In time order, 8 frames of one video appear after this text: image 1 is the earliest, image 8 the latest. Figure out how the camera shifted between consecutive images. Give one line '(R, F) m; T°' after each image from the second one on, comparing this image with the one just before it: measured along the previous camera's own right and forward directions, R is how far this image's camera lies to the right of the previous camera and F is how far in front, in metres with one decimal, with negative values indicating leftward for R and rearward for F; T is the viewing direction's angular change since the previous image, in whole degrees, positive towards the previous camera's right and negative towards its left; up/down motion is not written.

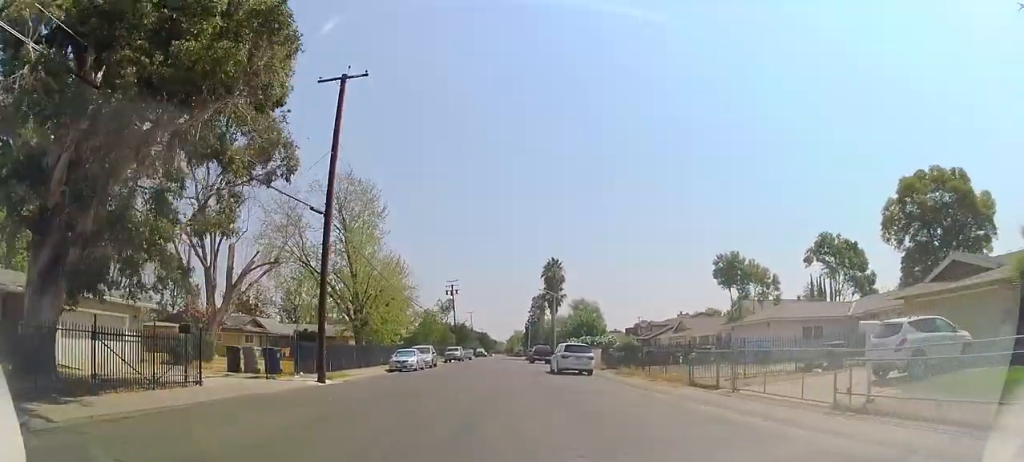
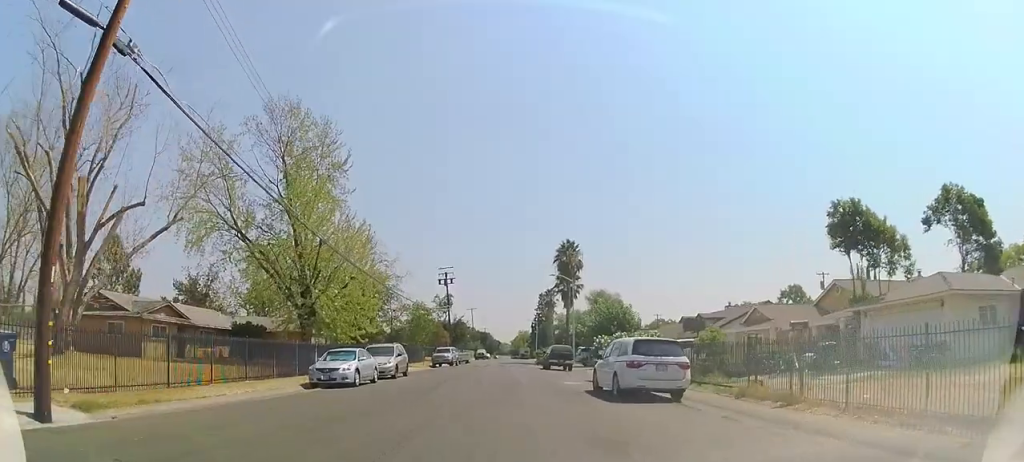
(0.0, +14.6) m; 0°
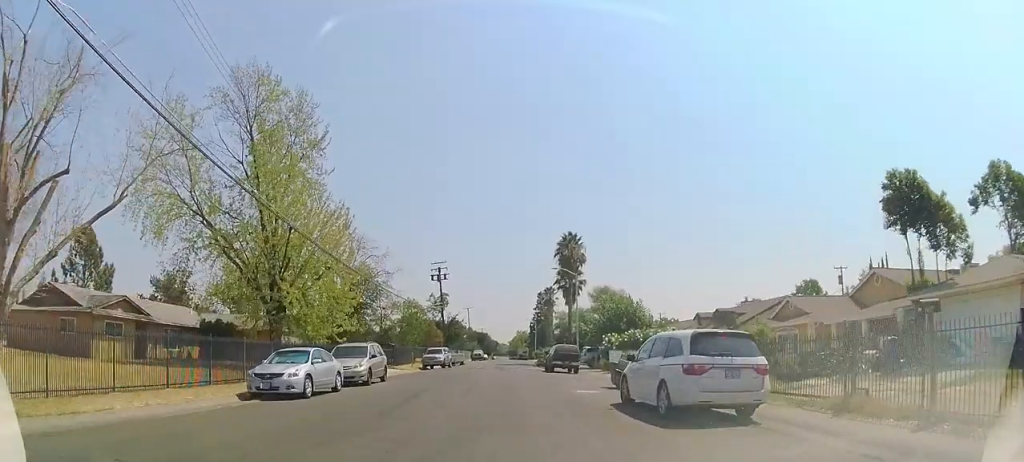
(0.0, +4.7) m; +1°
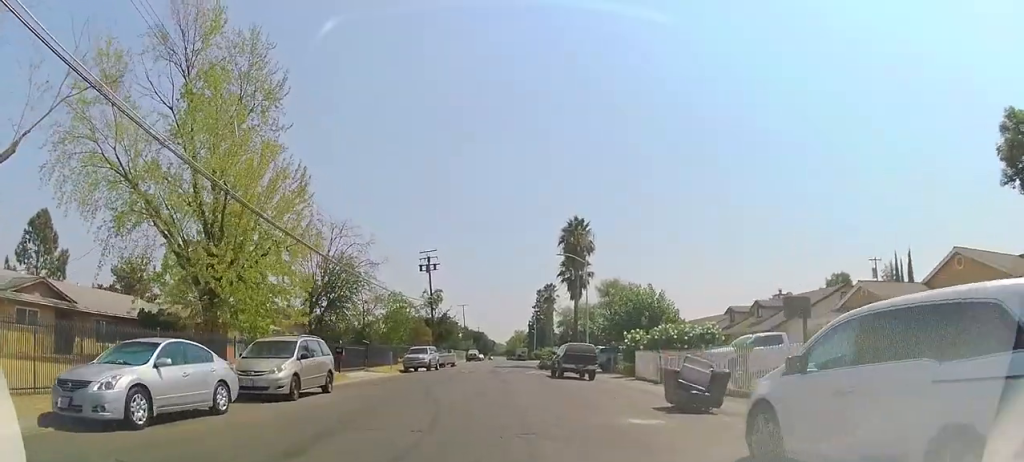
(+0.1, +7.3) m; +2°
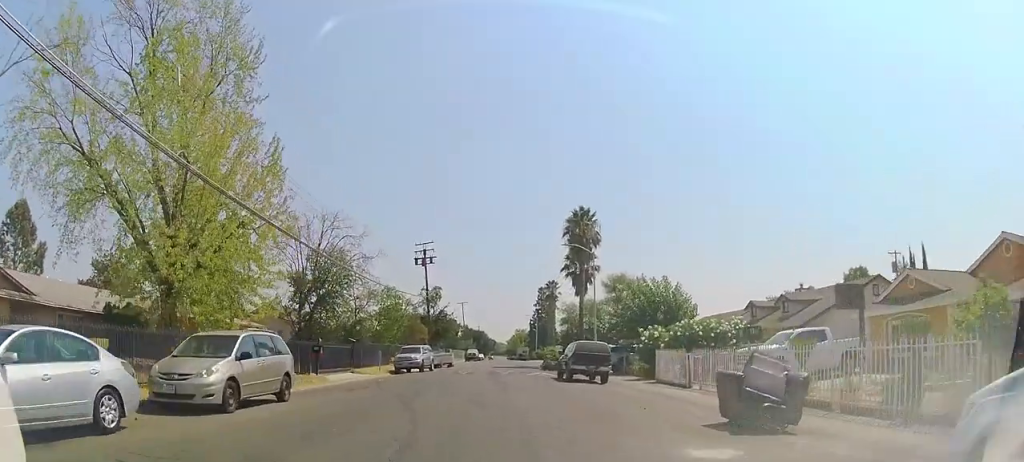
(+0.2, +3.5) m; 0°
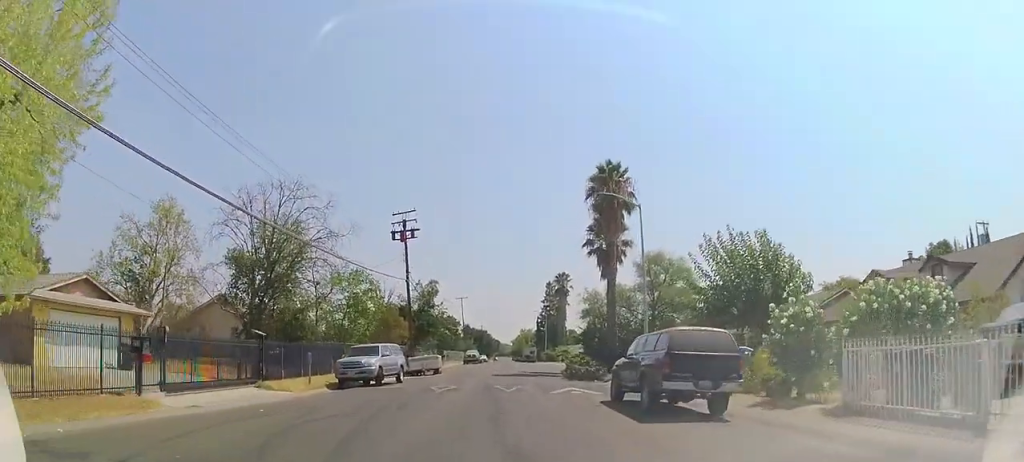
(-0.4, +12.6) m; -4°
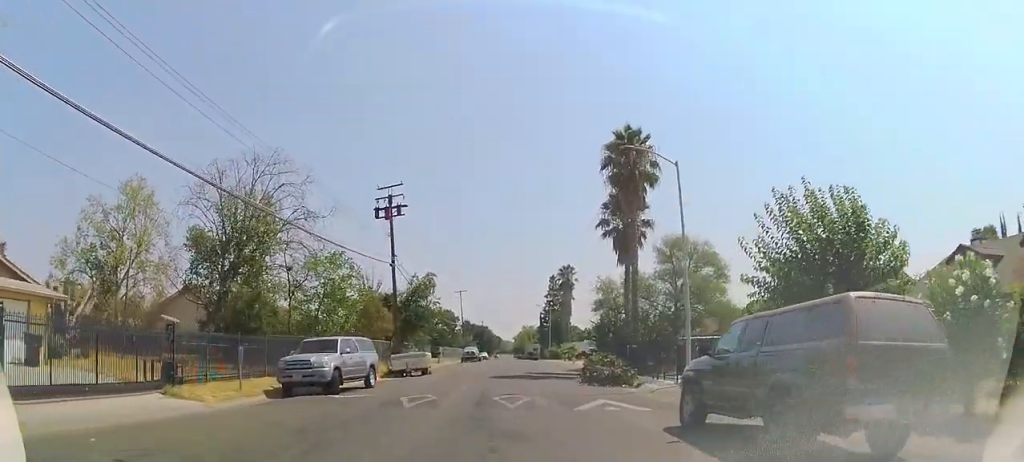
(0.0, +5.7) m; 0°
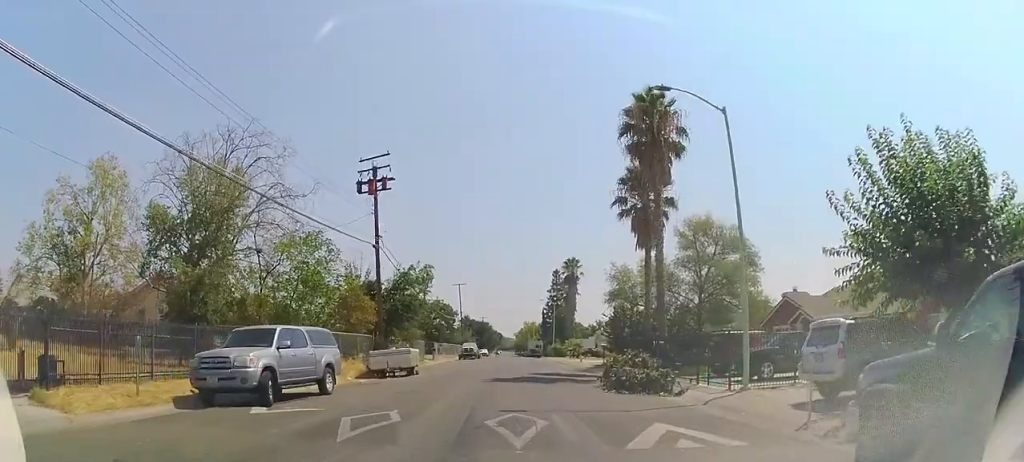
(0.0, +5.1) m; 0°
